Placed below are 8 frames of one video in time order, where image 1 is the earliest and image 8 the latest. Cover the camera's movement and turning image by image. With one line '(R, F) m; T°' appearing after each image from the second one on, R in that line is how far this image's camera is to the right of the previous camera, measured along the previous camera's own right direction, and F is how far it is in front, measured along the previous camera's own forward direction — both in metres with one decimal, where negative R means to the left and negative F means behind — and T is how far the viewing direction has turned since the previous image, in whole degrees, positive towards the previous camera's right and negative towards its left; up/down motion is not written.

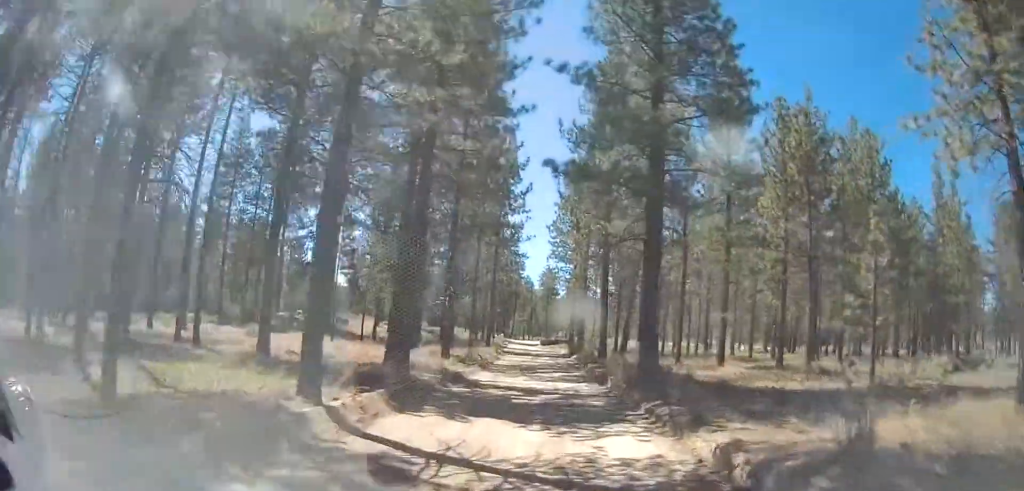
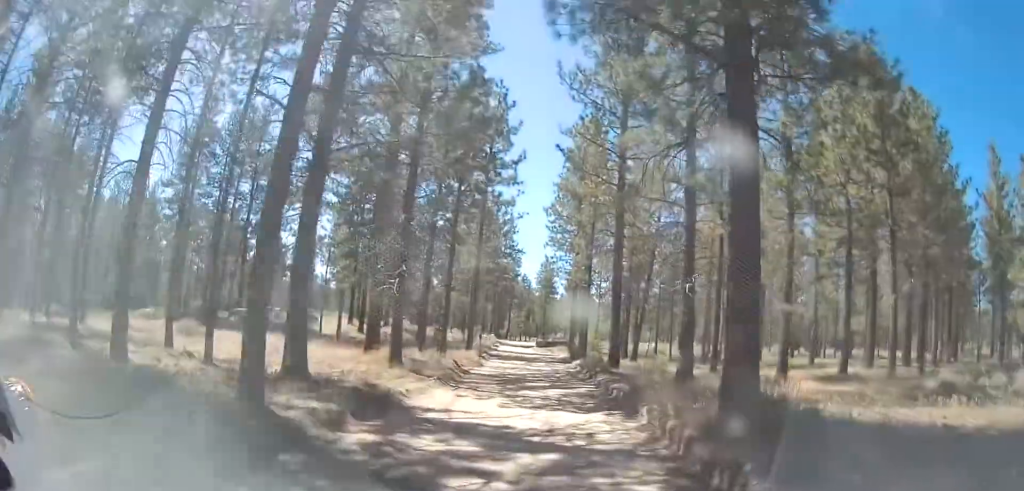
(+0.4, +9.6) m; +2°
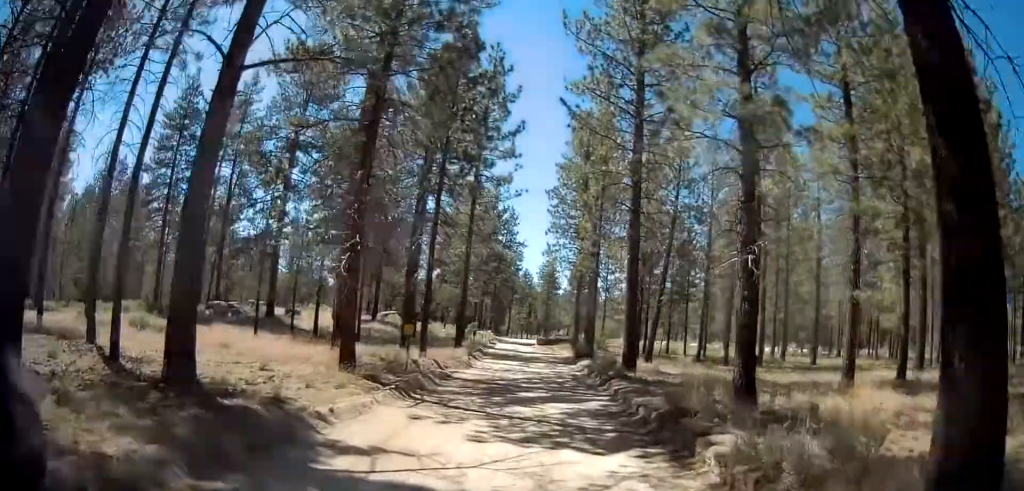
(-0.2, +5.2) m; 0°
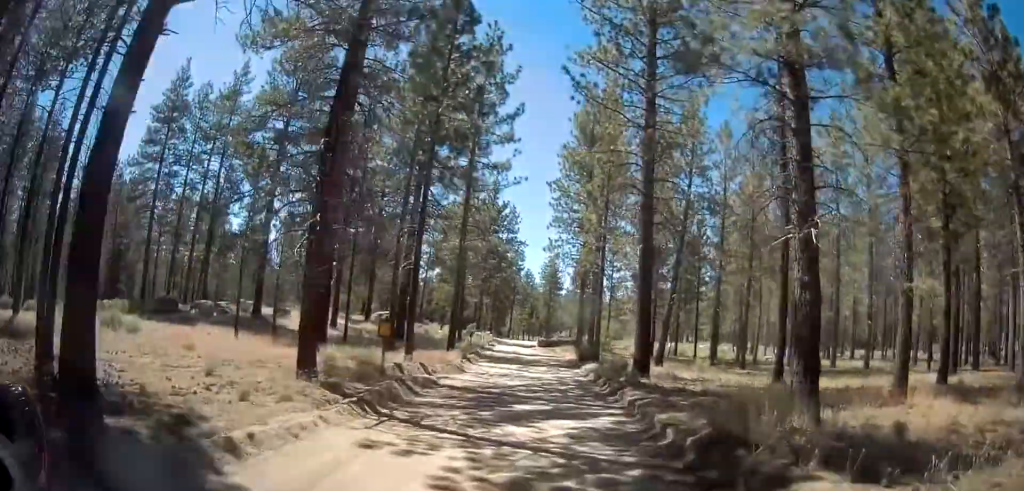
(+0.1, +3.0) m; +1°
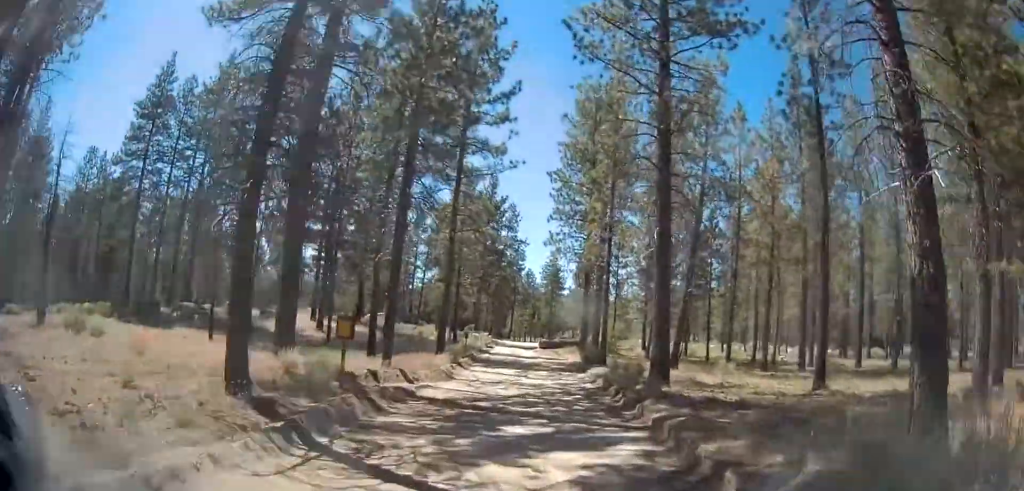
(+0.1, +3.5) m; +1°
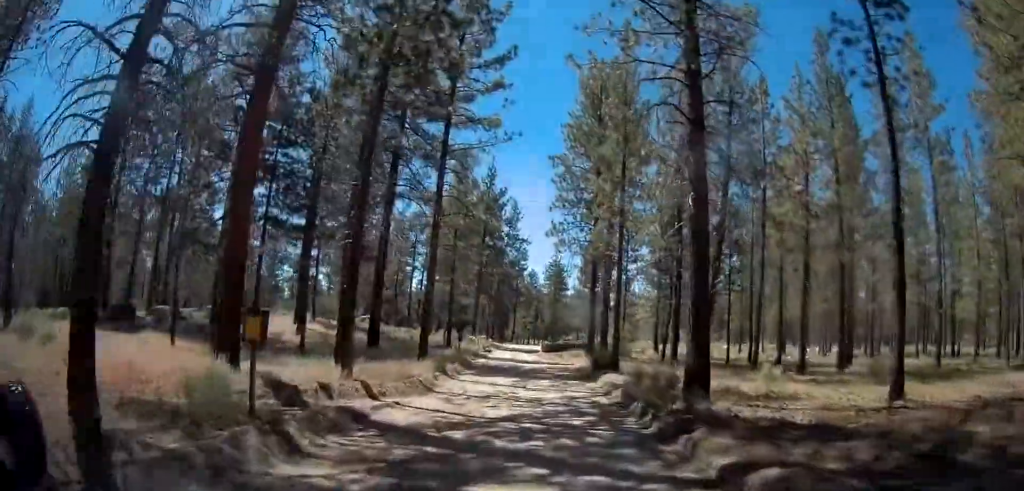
(0.0, +4.6) m; -2°
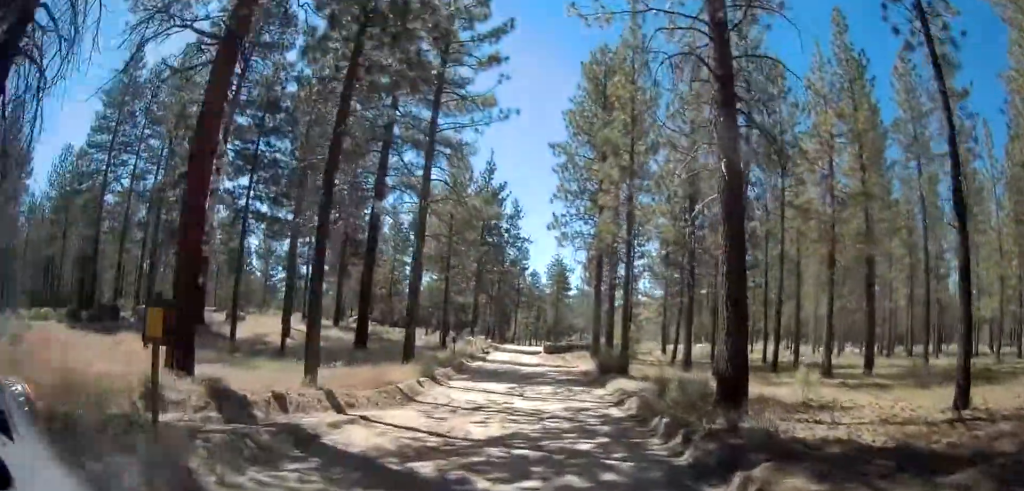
(0.0, +2.8) m; -1°
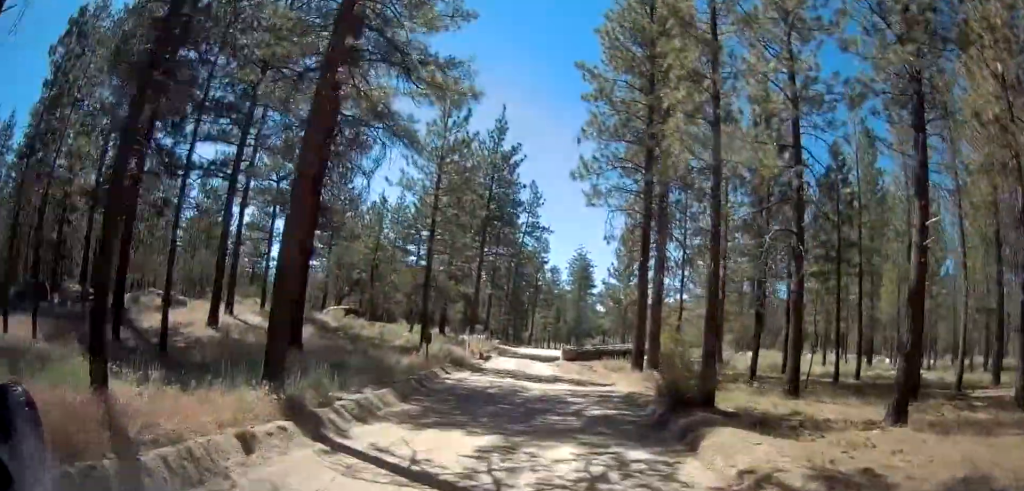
(-0.8, +11.6) m; -6°
